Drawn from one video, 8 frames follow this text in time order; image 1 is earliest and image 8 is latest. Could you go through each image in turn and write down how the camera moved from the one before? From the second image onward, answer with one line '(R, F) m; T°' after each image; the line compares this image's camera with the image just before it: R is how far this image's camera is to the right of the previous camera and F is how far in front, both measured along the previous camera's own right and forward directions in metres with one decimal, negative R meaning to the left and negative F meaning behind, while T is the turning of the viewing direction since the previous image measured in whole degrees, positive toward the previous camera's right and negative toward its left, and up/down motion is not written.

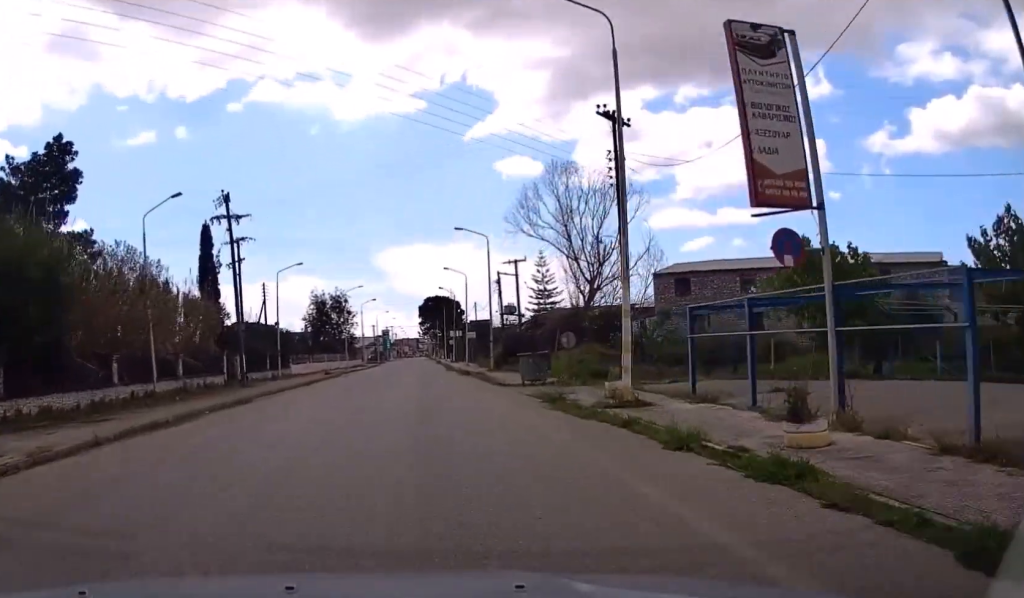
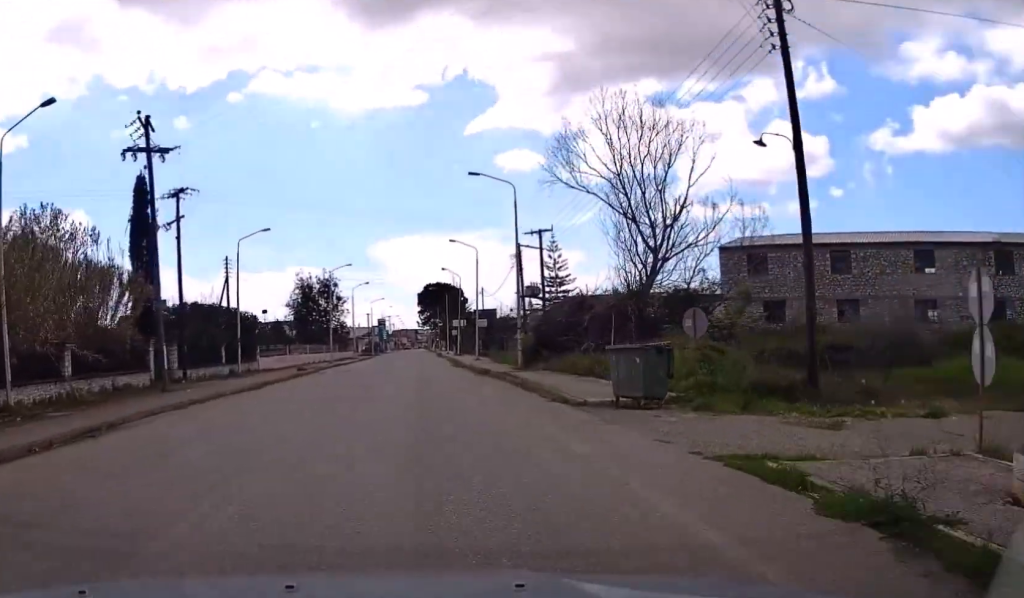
(+0.1, +14.2) m; 0°
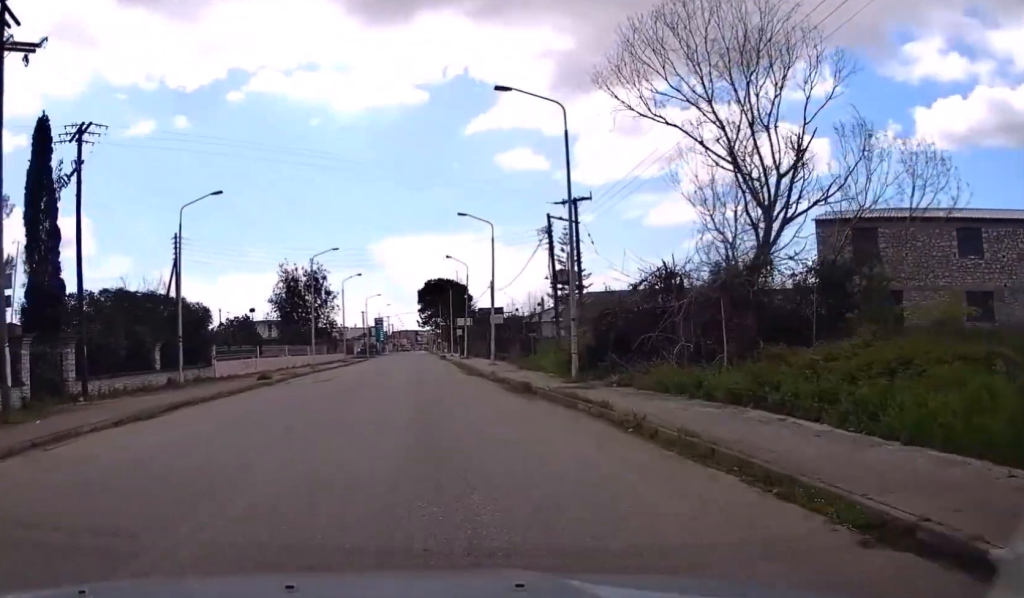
(0.0, +12.8) m; 0°
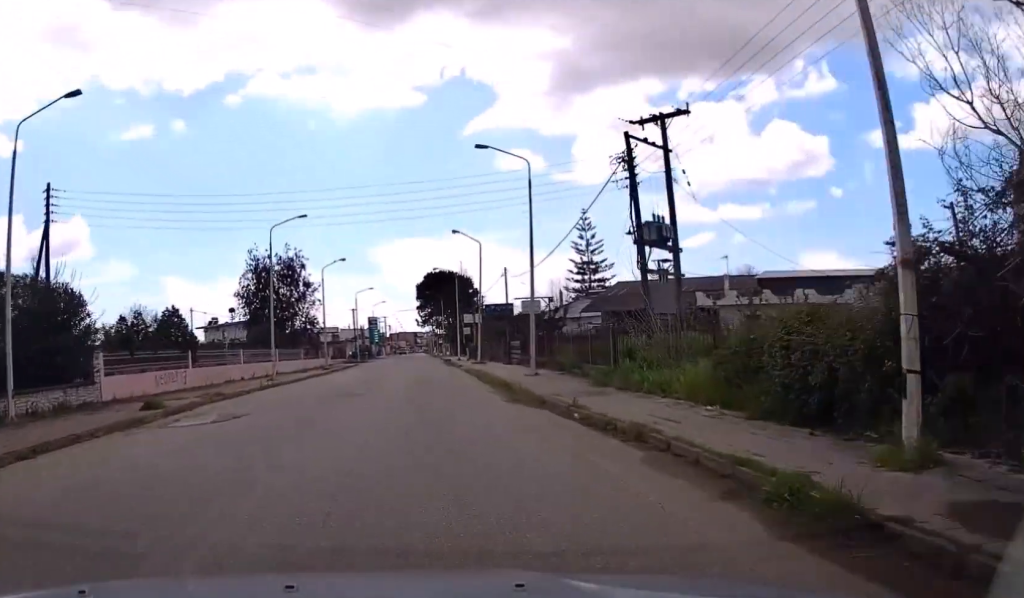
(-0.1, +16.9) m; -1°
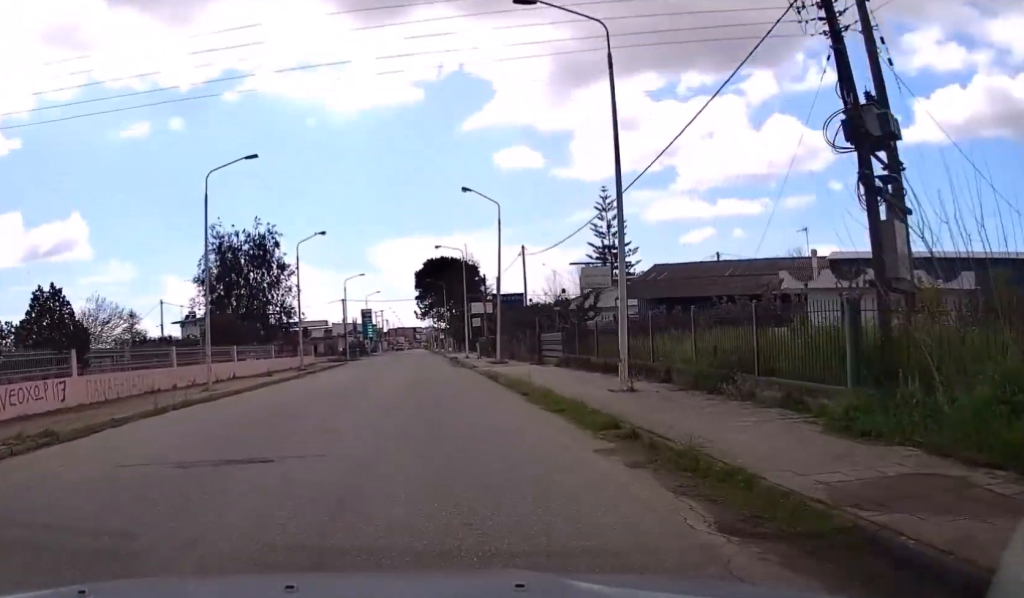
(-0.1, +13.9) m; -1°
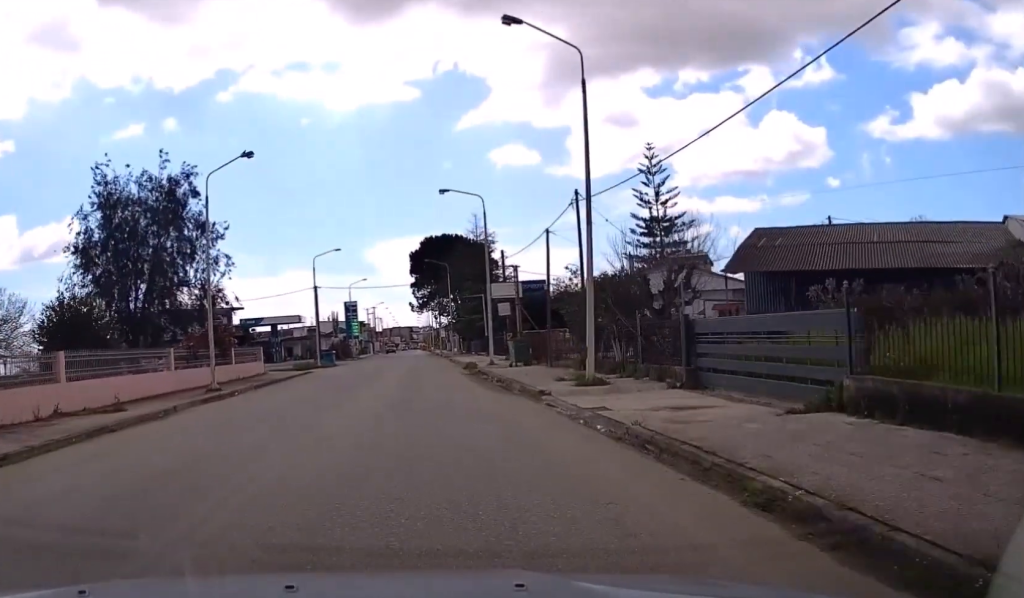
(-0.2, +23.3) m; 0°
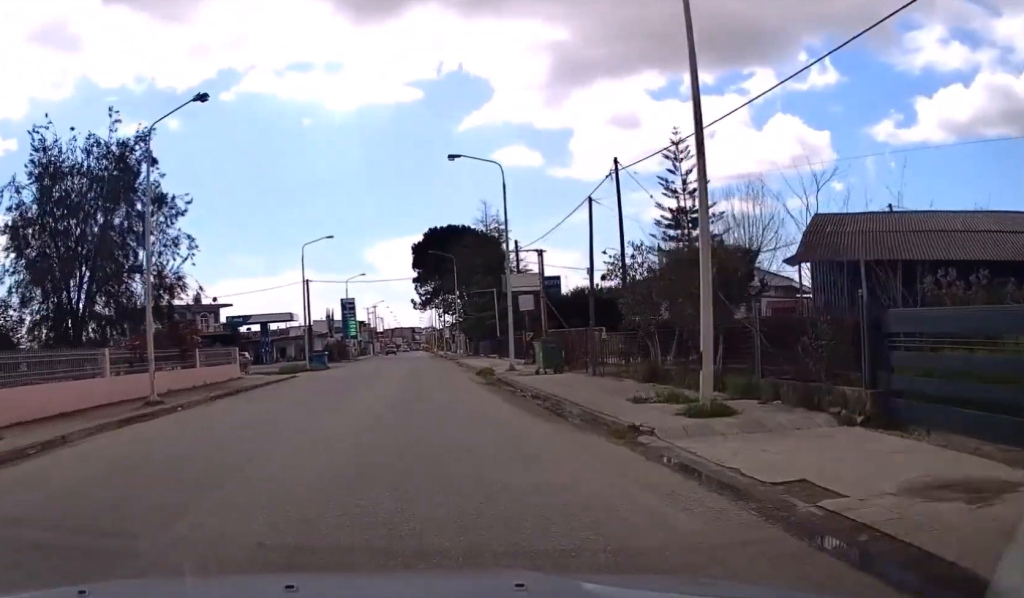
(+0.1, +7.7) m; 0°
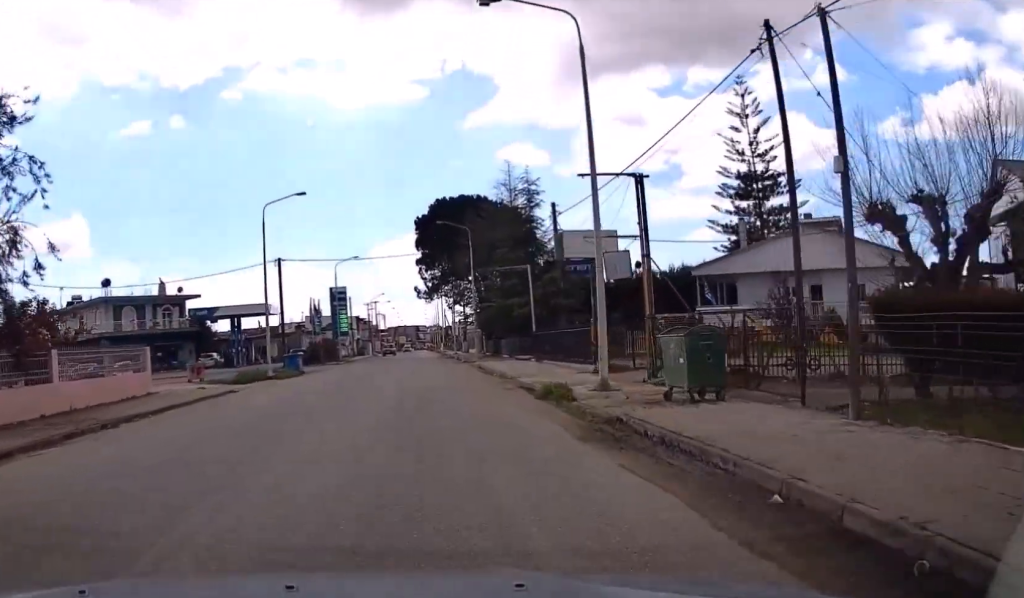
(+0.2, +15.5) m; 0°
